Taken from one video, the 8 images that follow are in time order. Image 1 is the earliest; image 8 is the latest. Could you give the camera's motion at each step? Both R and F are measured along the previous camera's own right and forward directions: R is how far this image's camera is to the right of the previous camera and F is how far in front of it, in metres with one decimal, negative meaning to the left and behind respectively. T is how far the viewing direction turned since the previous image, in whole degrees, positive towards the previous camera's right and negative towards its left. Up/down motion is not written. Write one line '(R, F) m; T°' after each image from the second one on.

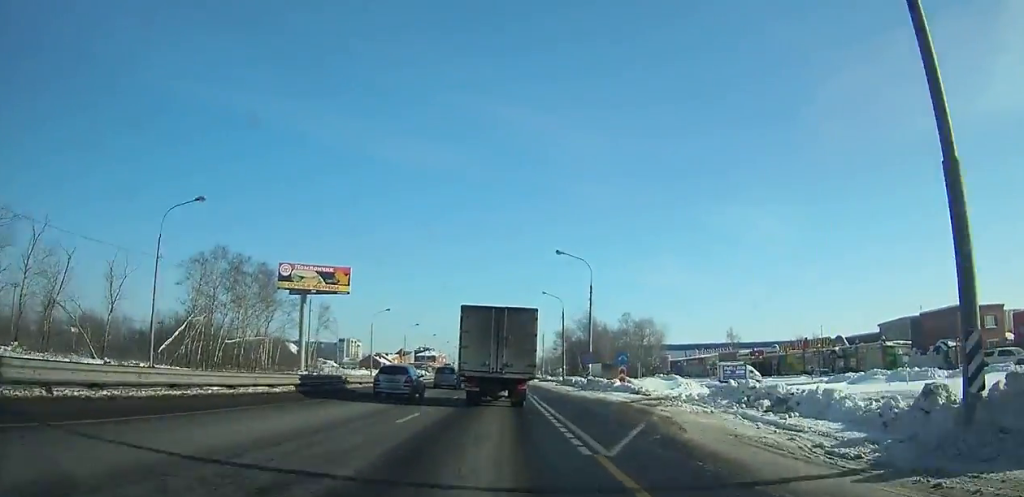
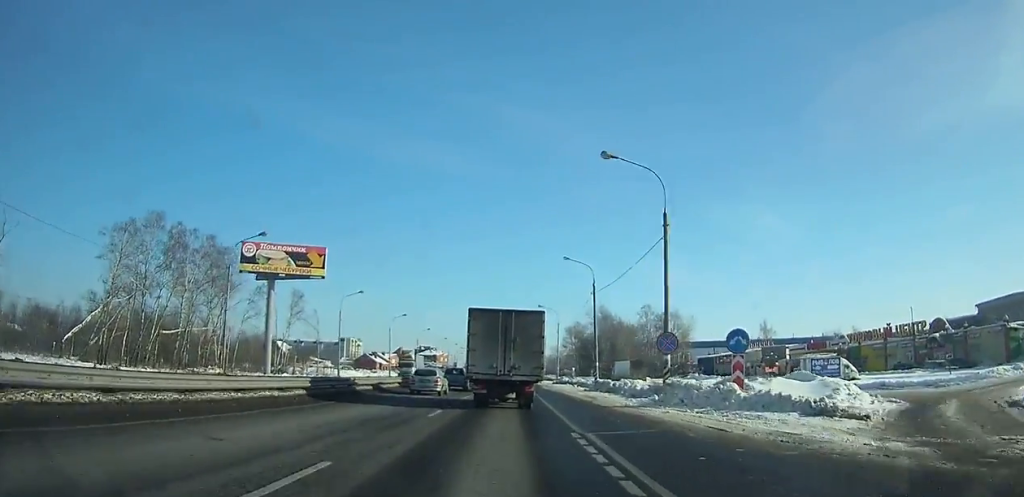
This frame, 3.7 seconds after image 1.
(-0.1, +22.2) m; -1°
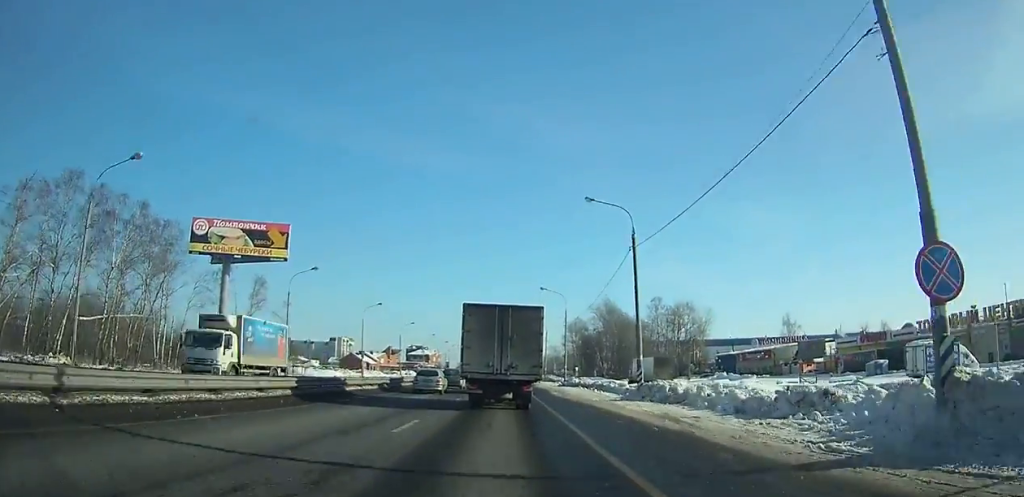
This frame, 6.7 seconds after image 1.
(-0.1, +16.8) m; -1°
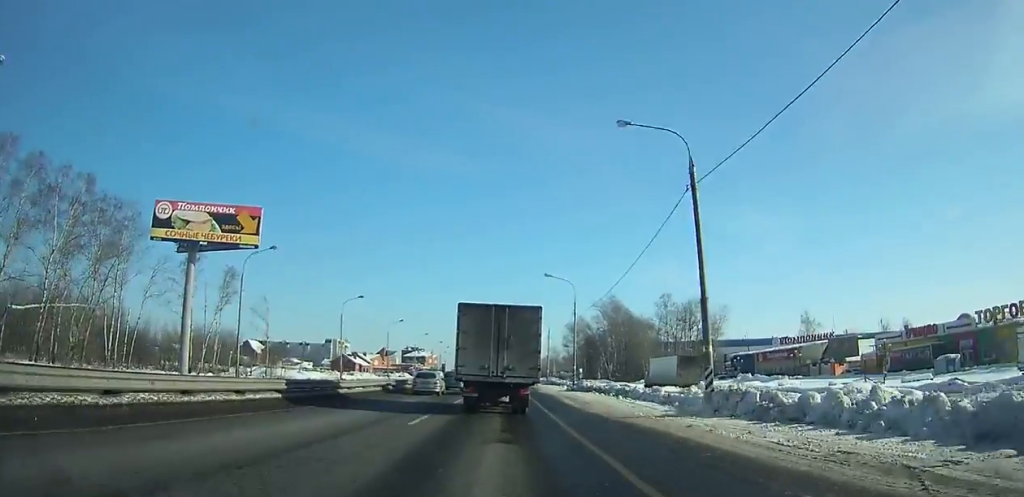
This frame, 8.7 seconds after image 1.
(0.0, +11.1) m; 0°
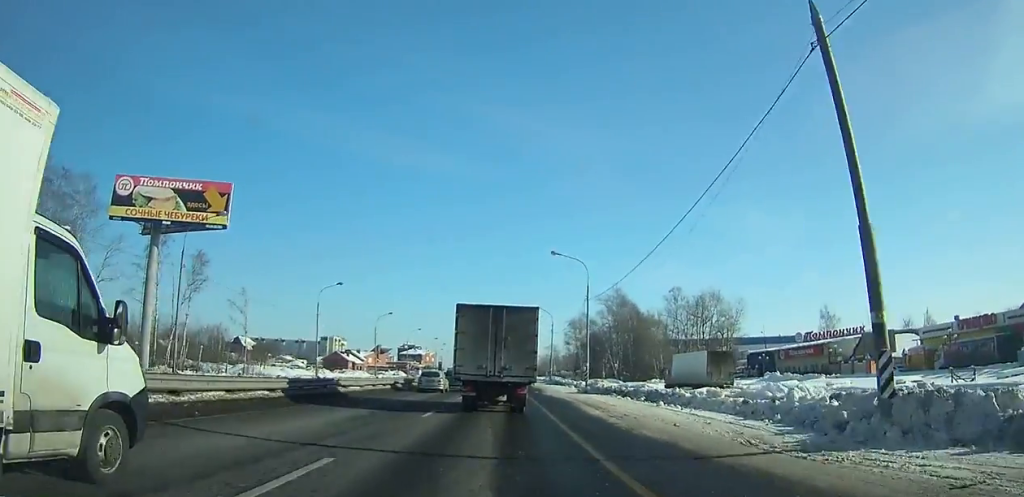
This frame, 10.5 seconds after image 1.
(-0.1, +10.0) m; 0°
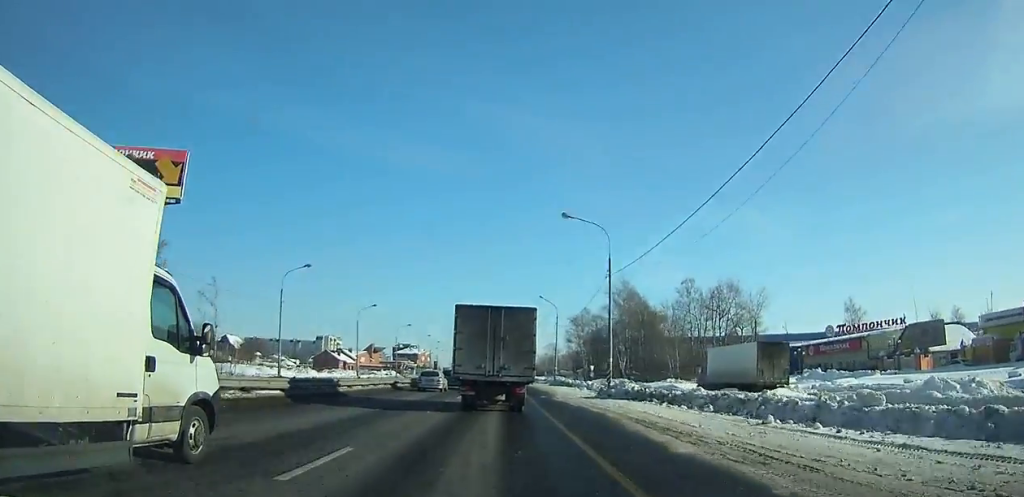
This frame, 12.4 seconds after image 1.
(+0.2, +10.6) m; +1°
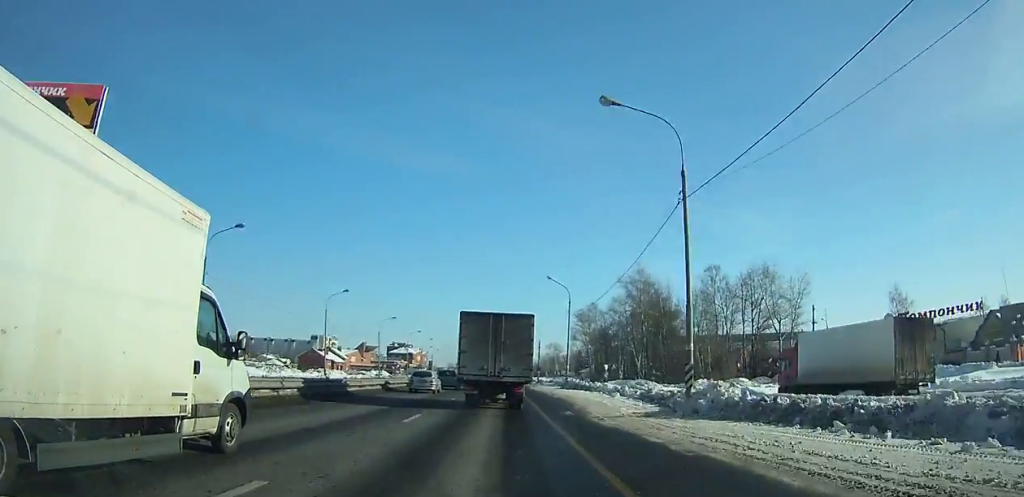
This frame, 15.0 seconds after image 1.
(+0.1, +13.9) m; 0°
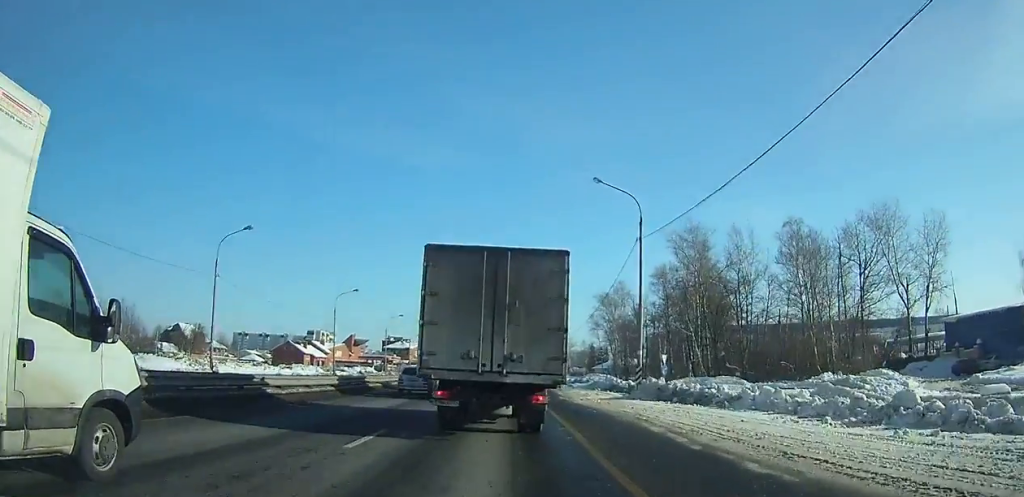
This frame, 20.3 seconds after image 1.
(0.0, +22.5) m; +2°
